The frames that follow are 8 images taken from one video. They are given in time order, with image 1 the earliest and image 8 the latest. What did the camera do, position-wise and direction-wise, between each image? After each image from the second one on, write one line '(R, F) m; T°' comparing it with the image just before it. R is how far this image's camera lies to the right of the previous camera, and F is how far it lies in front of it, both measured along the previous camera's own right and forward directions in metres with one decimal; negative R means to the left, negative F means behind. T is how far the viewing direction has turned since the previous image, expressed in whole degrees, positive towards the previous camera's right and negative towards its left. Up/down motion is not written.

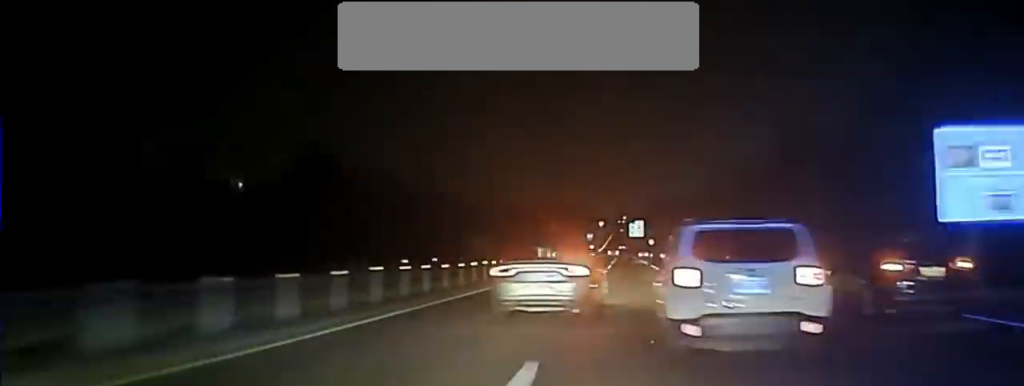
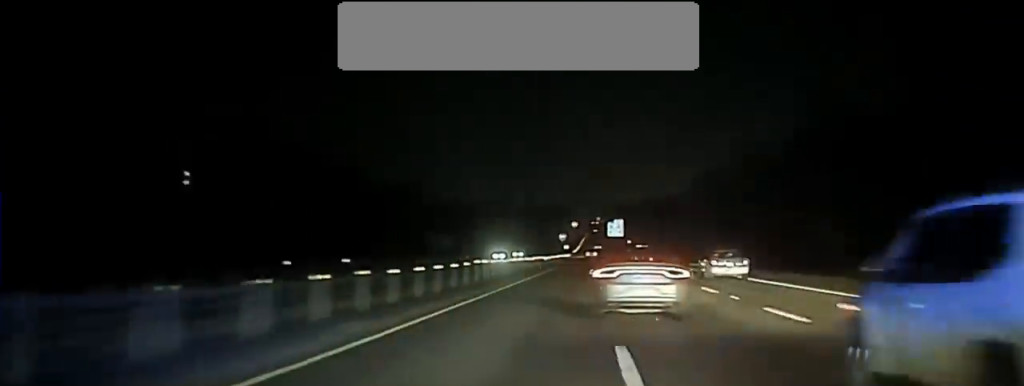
(+0.1, +22.5) m; 0°
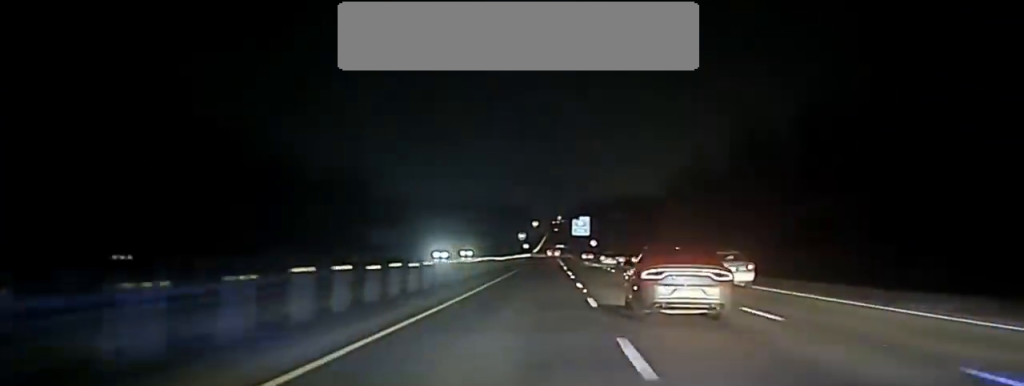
(0.0, +21.4) m; 0°
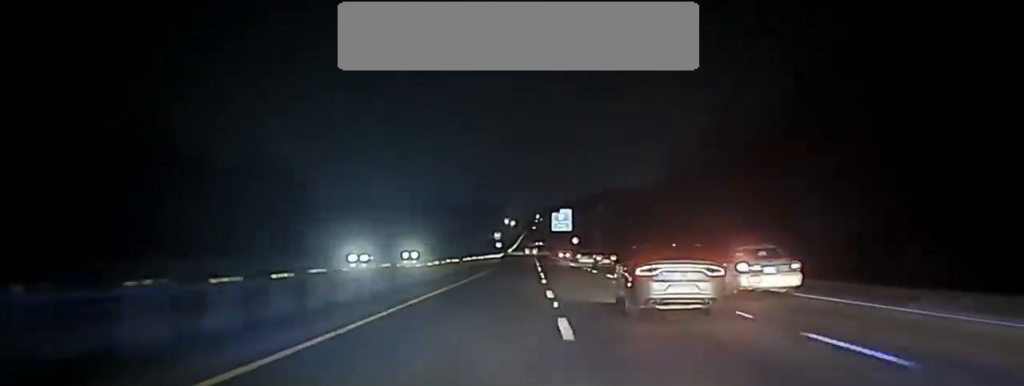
(0.0, +33.9) m; +1°
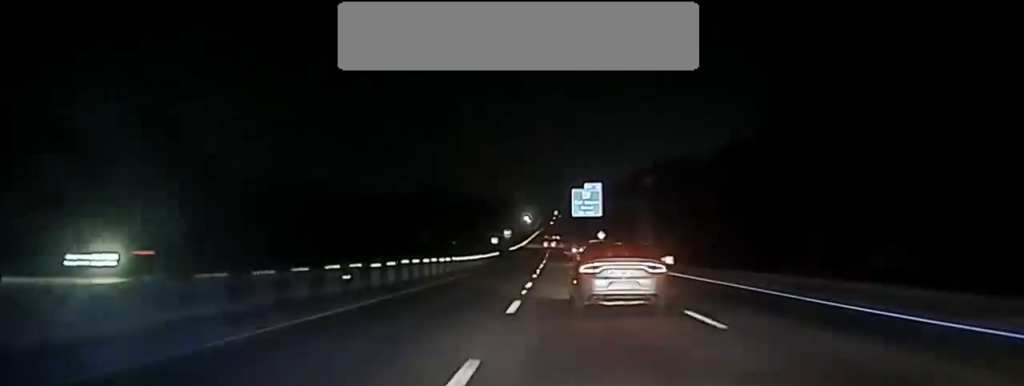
(+0.6, +65.4) m; 0°
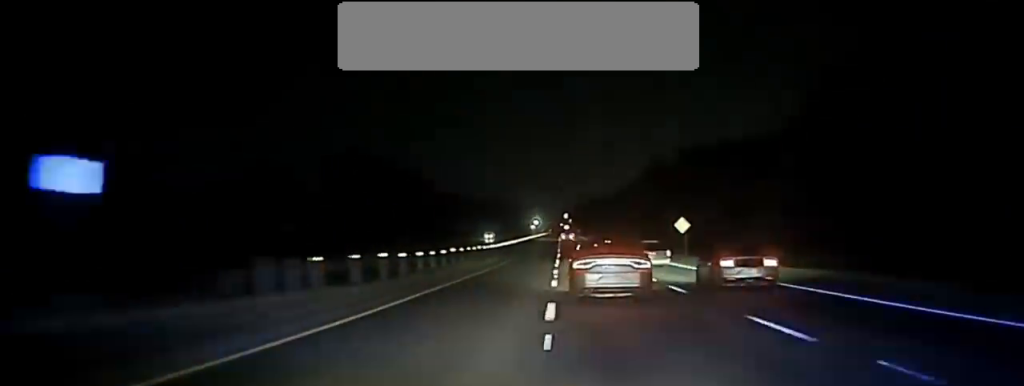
(-1.5, +133.3) m; -1°
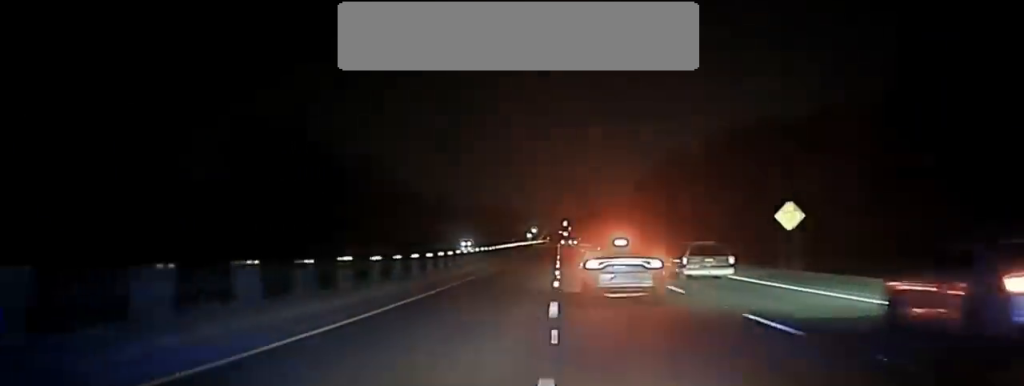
(+0.4, +43.2) m; 0°
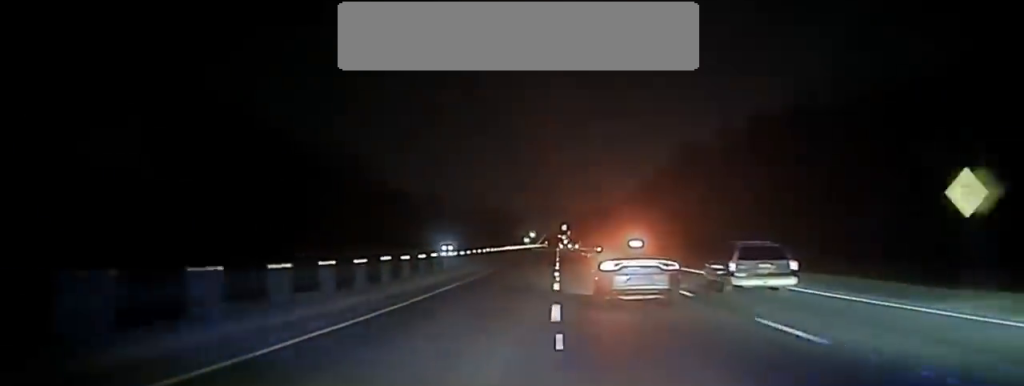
(0.0, +21.2) m; 0°
